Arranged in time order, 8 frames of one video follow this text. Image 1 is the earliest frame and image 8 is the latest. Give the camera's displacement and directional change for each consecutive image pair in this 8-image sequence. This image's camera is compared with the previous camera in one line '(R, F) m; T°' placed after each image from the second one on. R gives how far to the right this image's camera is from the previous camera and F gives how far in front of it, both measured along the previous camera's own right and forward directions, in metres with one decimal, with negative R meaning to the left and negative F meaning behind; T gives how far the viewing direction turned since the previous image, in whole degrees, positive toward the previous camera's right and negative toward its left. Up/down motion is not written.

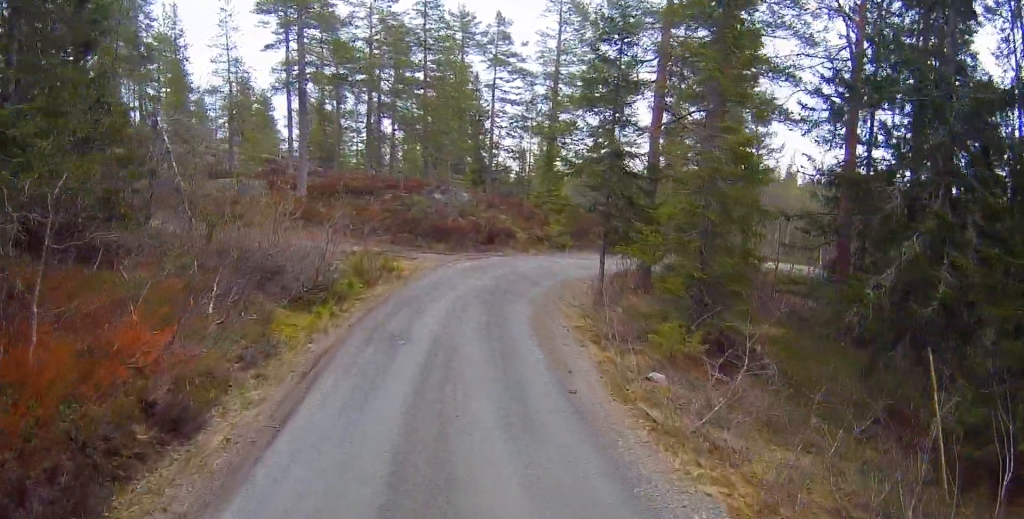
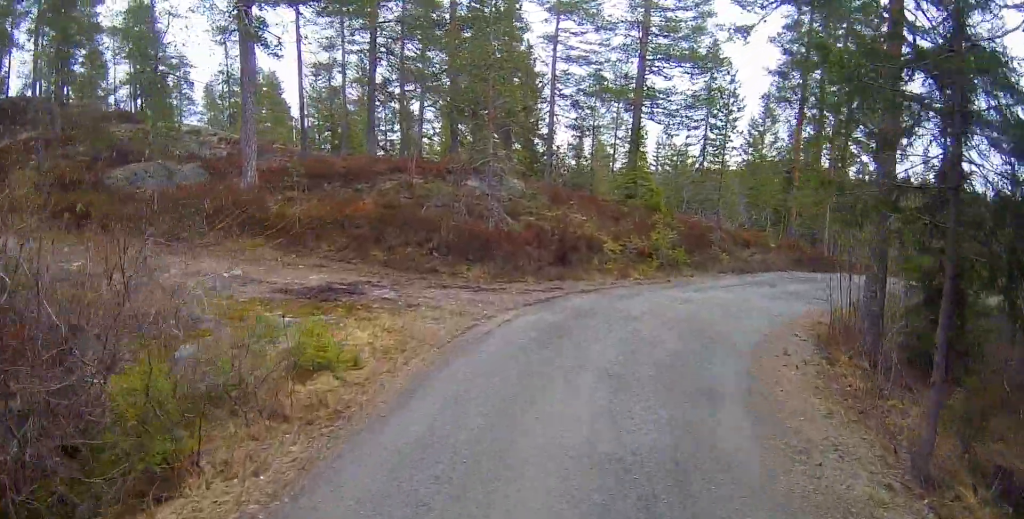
(-1.0, +12.1) m; -4°
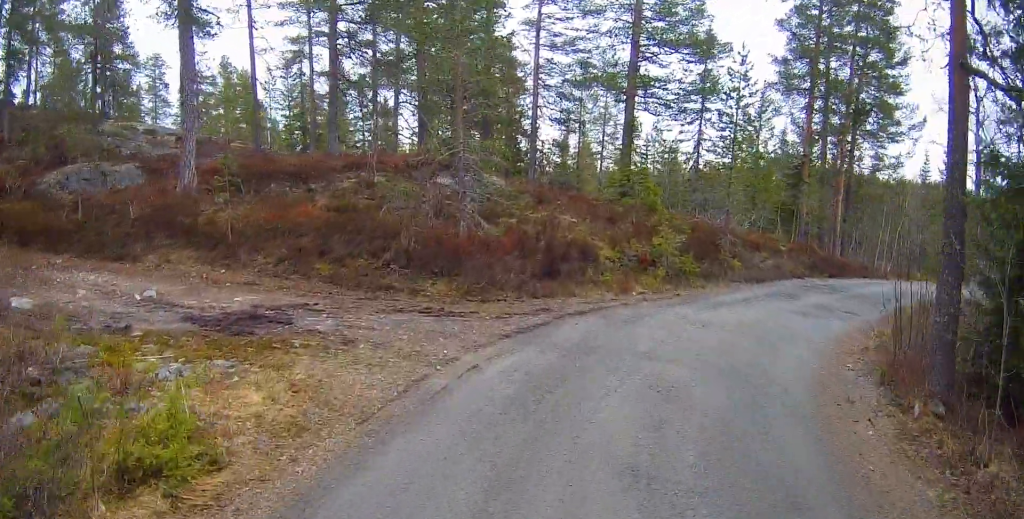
(-0.1, +2.9) m; +2°
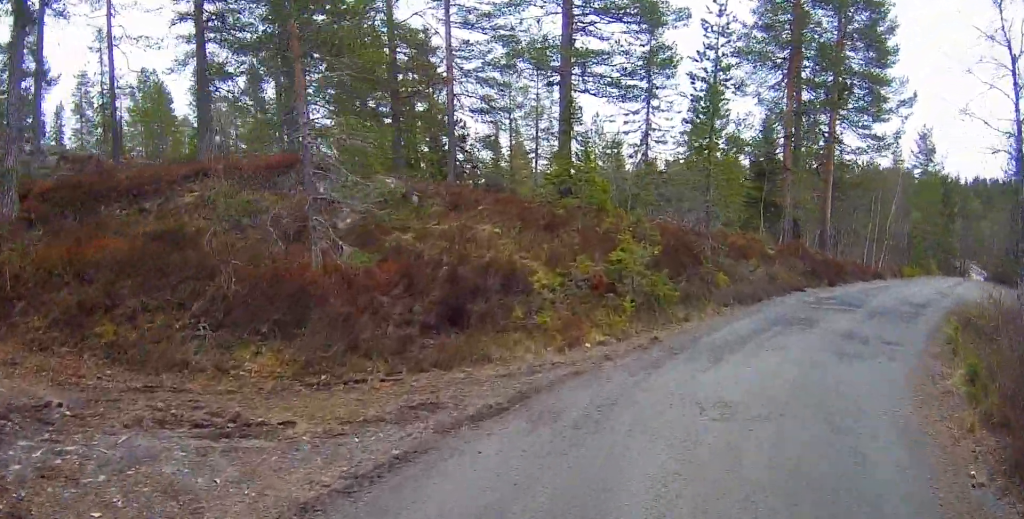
(+0.3, +5.1) m; +7°
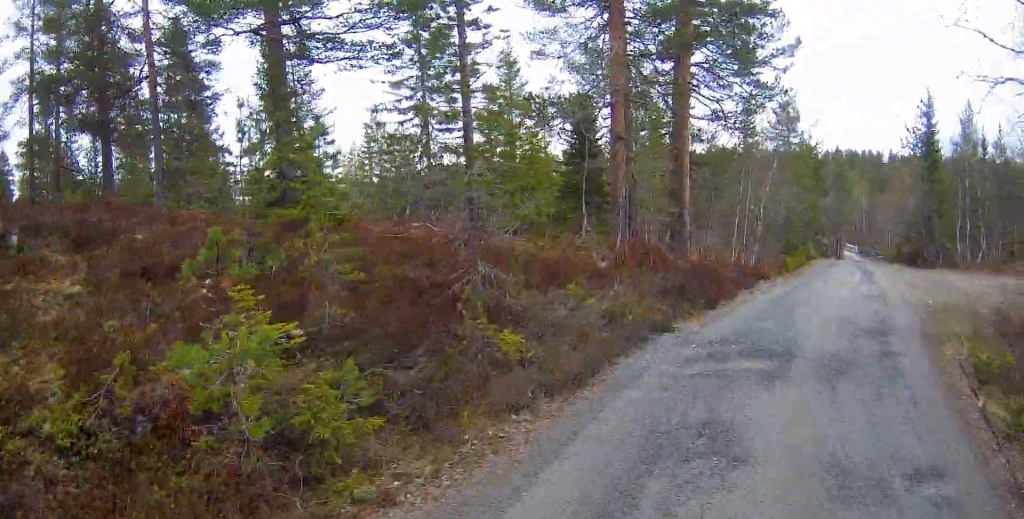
(+0.7, +7.5) m; +15°
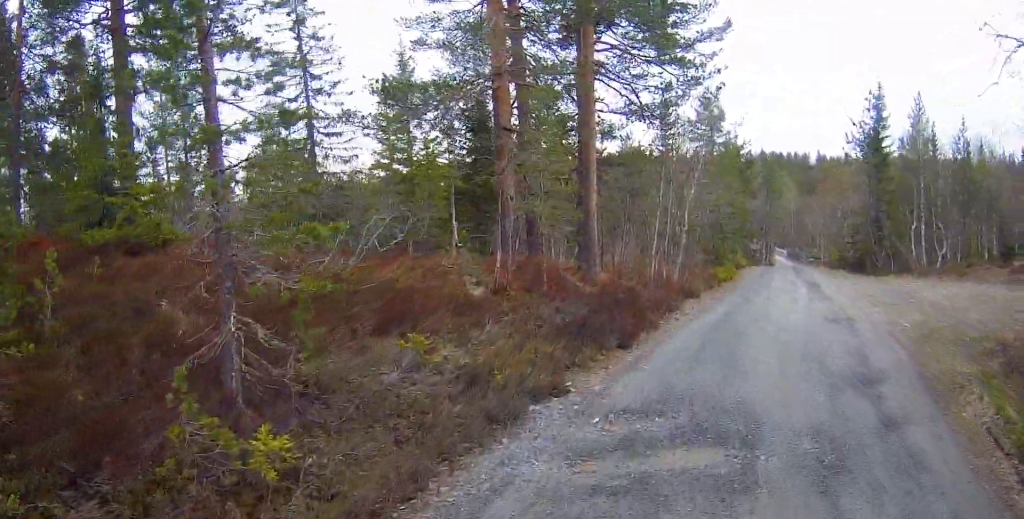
(+0.3, +3.1) m; +9°
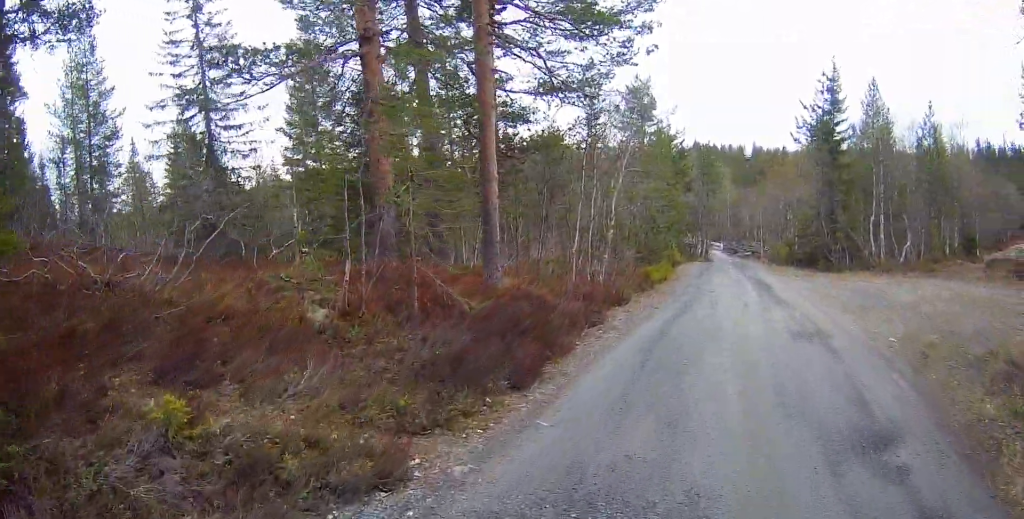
(+0.2, +2.5) m; +8°
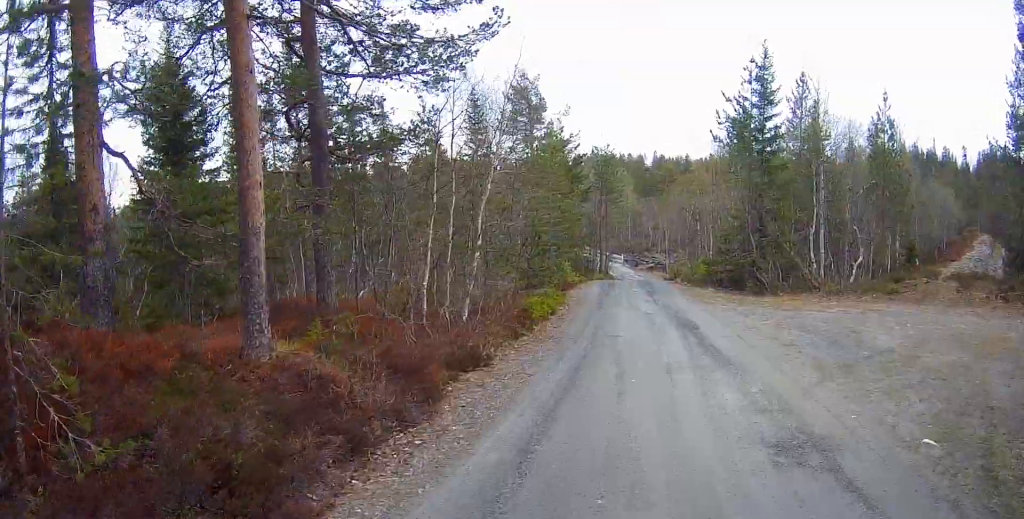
(+0.5, +4.3) m; +4°
